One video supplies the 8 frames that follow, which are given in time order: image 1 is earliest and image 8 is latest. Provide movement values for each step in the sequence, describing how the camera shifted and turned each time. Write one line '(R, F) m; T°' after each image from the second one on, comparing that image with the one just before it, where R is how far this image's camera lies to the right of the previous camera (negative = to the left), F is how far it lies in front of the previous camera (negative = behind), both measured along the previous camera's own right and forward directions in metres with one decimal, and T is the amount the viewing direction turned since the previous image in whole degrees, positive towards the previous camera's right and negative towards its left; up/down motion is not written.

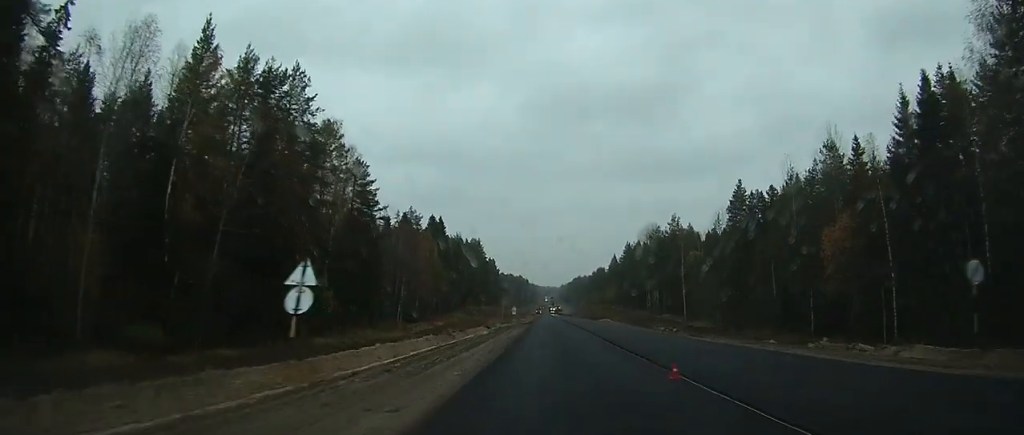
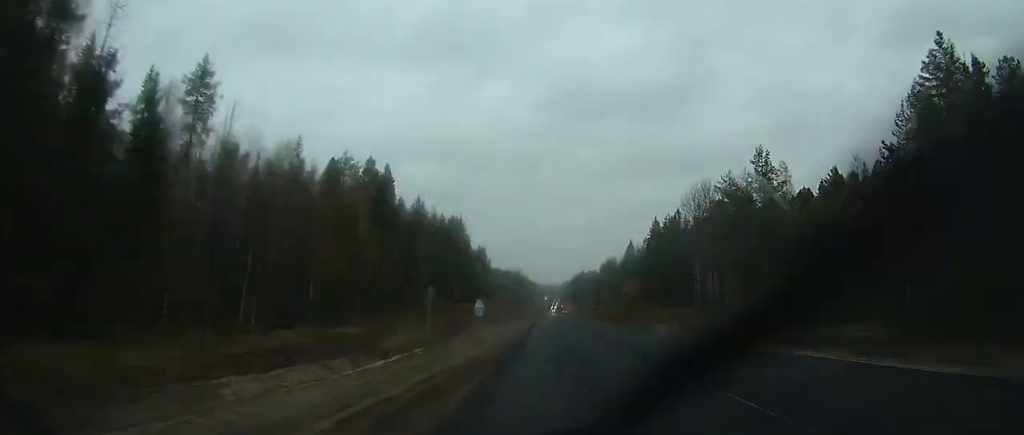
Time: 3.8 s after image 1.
(-3.4, +51.4) m; -6°
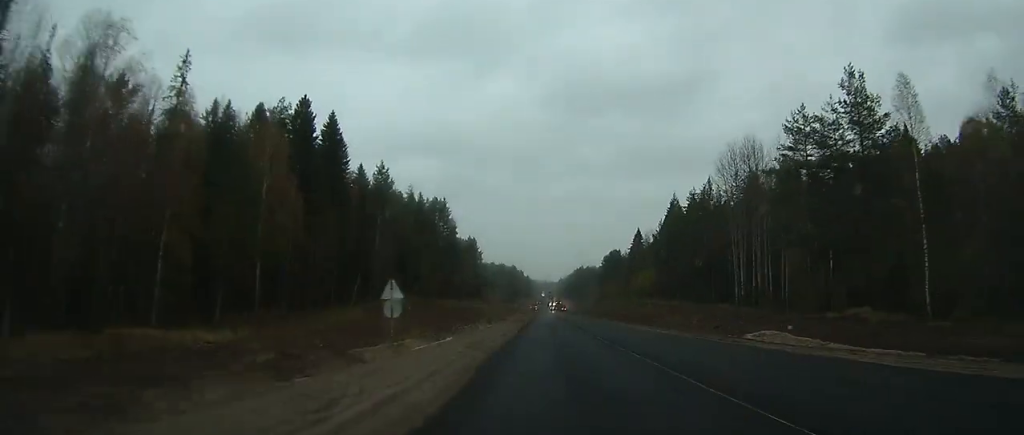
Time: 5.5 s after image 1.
(-0.3, +26.5) m; 0°
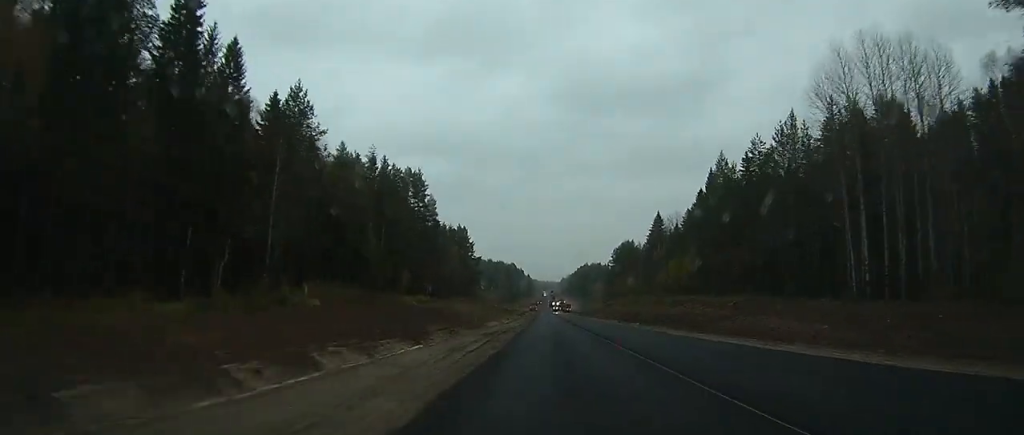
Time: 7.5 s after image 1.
(+0.1, +36.9) m; 0°
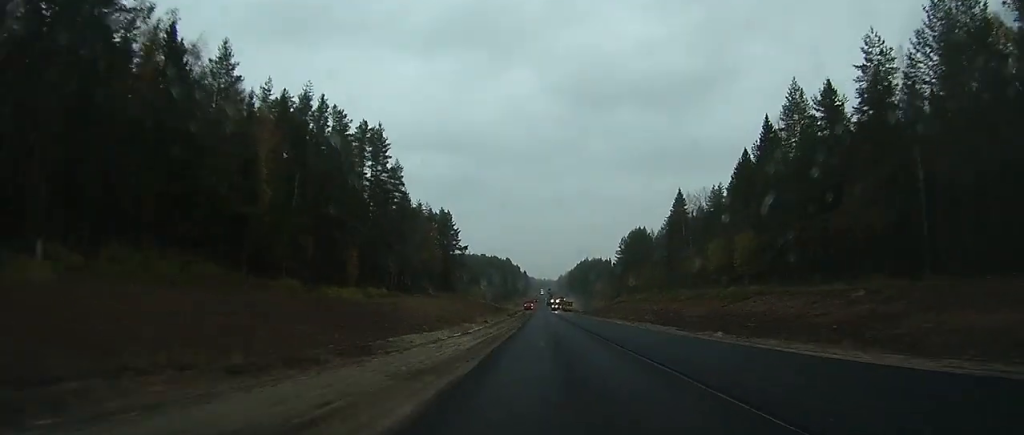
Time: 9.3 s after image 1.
(+0.1, +34.2) m; 0°
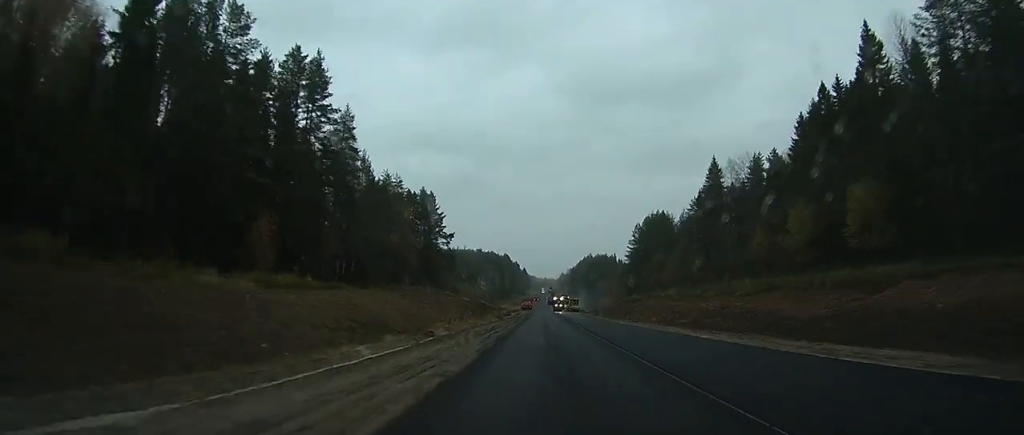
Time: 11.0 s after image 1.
(-0.1, +31.6) m; 0°
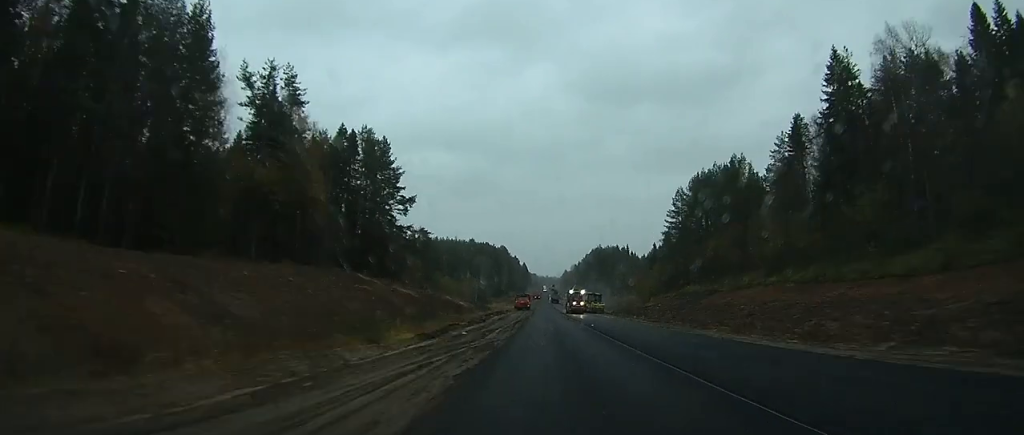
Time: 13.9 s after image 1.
(+0.1, +52.1) m; 0°
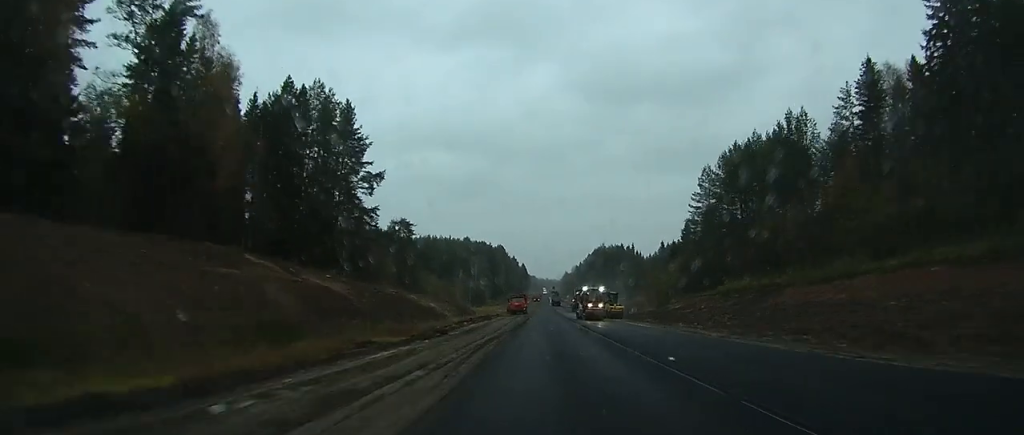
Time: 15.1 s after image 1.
(0.0, +21.3) m; 0°
